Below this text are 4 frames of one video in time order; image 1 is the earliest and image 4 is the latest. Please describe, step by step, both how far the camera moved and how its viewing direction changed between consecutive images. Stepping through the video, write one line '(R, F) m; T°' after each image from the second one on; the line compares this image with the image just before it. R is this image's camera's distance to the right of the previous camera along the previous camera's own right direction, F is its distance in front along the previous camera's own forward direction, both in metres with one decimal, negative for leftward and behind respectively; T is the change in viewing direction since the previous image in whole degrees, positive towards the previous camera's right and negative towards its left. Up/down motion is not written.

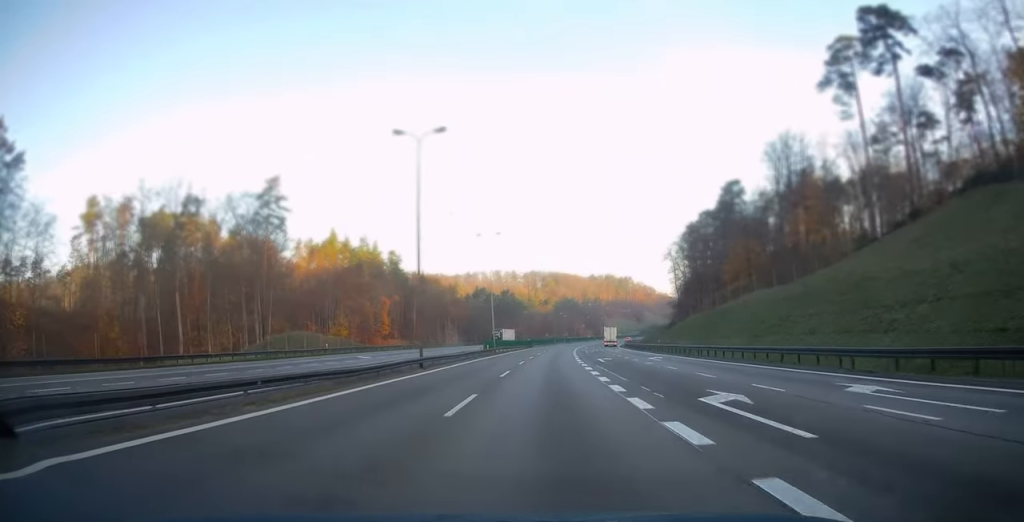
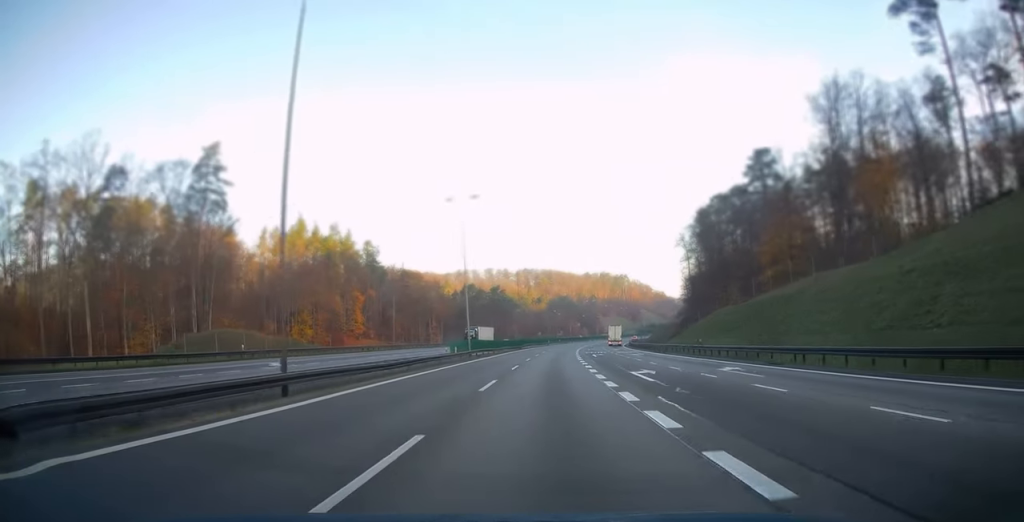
(+0.1, +18.4) m; +1°
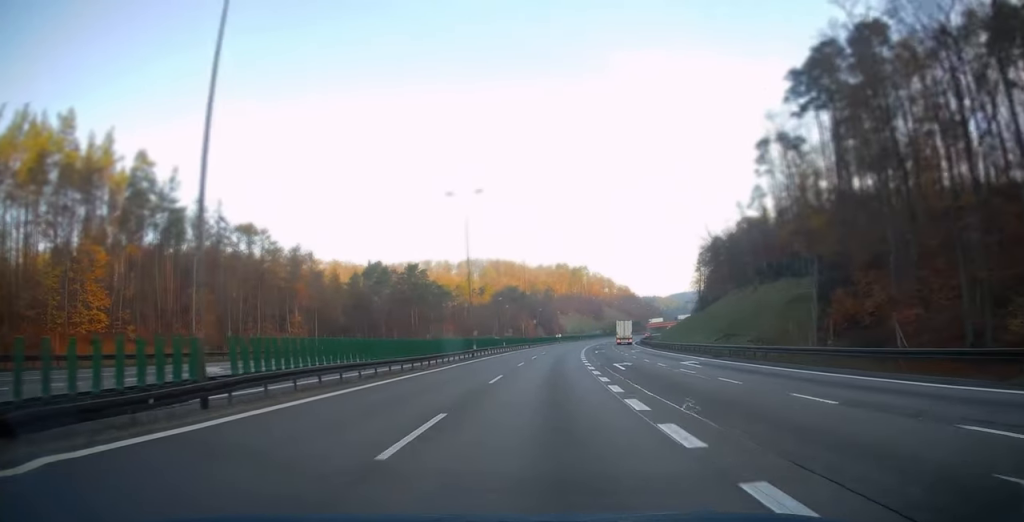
(+3.0, +81.4) m; +4°
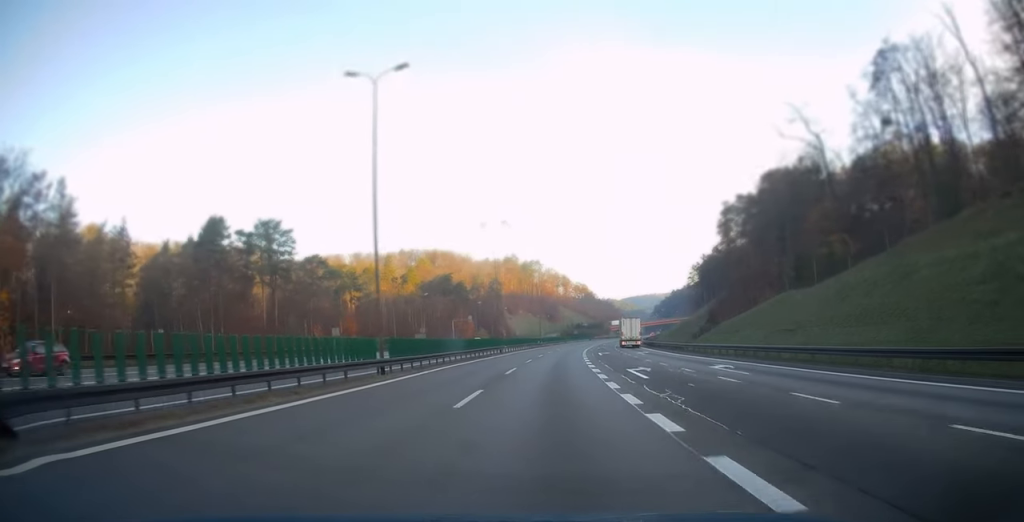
(+2.5, +66.5) m; +5°
